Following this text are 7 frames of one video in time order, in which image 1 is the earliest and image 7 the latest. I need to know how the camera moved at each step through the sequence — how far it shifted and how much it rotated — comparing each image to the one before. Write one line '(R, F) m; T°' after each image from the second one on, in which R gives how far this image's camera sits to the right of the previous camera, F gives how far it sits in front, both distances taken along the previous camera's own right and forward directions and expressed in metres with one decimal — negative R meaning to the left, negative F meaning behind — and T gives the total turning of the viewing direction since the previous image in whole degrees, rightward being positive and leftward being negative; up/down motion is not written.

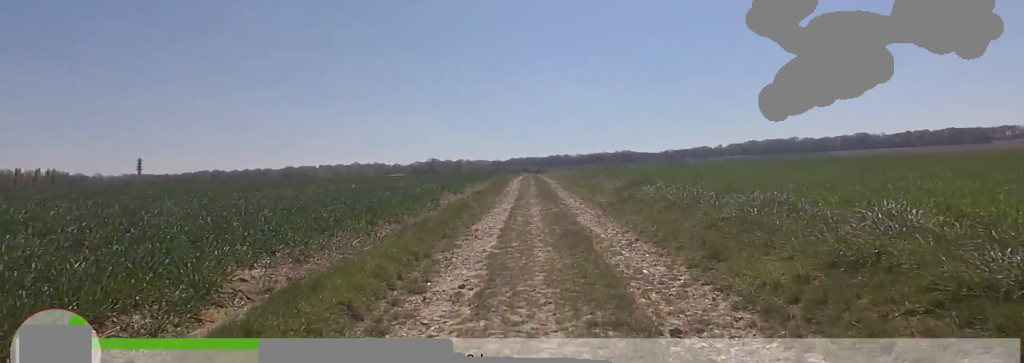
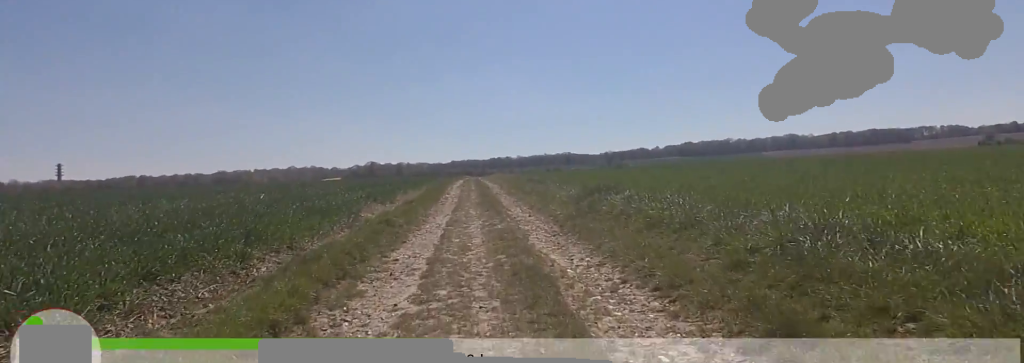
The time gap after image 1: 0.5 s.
(0.0, +2.5) m; +2°
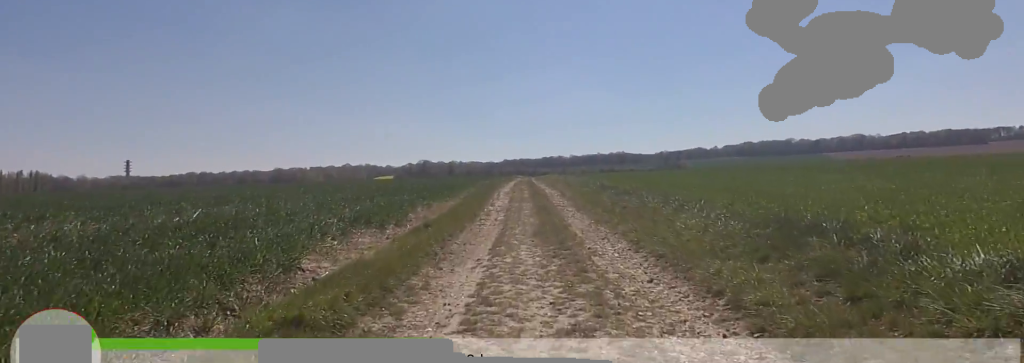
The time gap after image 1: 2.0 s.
(+0.3, +6.5) m; +1°
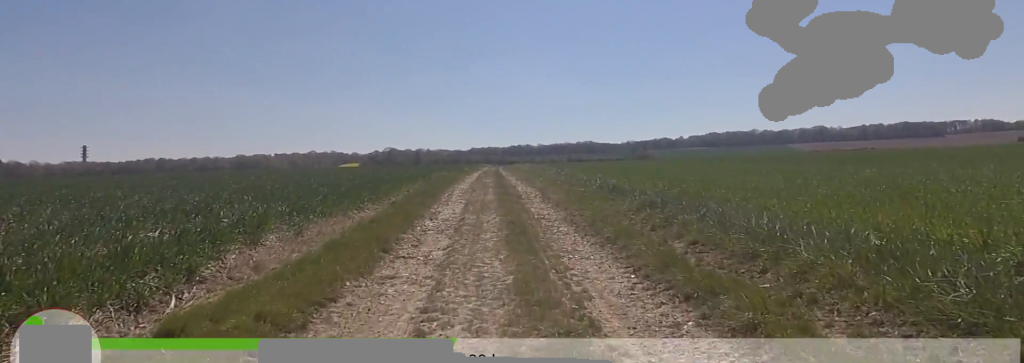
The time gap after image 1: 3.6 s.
(+0.1, +7.4) m; -1°
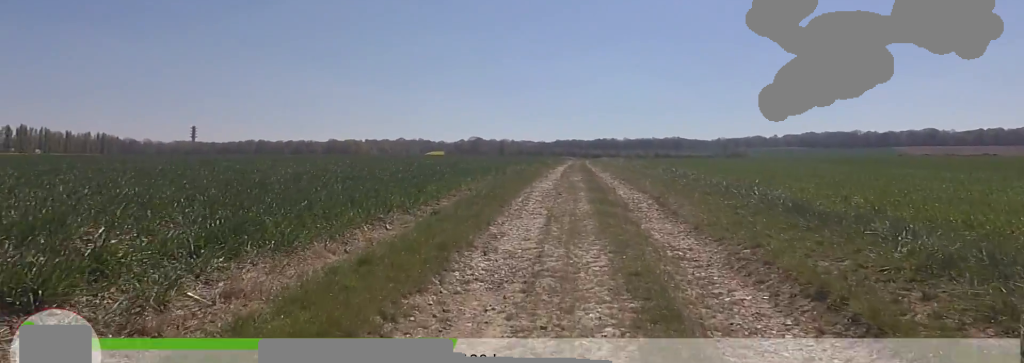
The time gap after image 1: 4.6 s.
(-0.1, +4.9) m; 0°
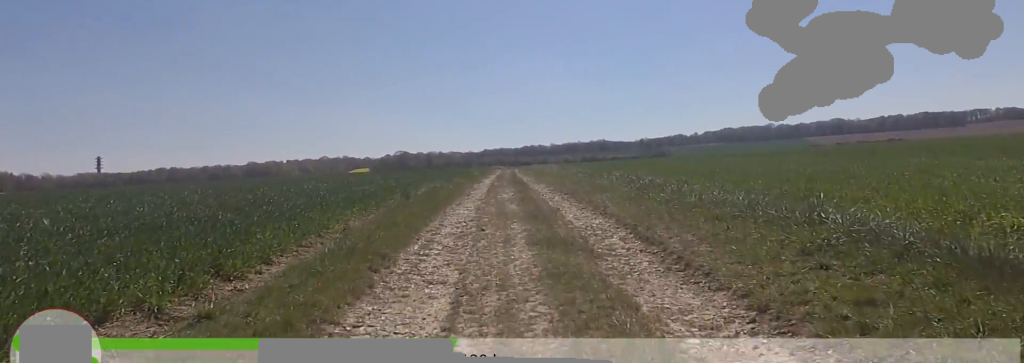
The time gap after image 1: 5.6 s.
(+0.2, +4.4) m; 0°
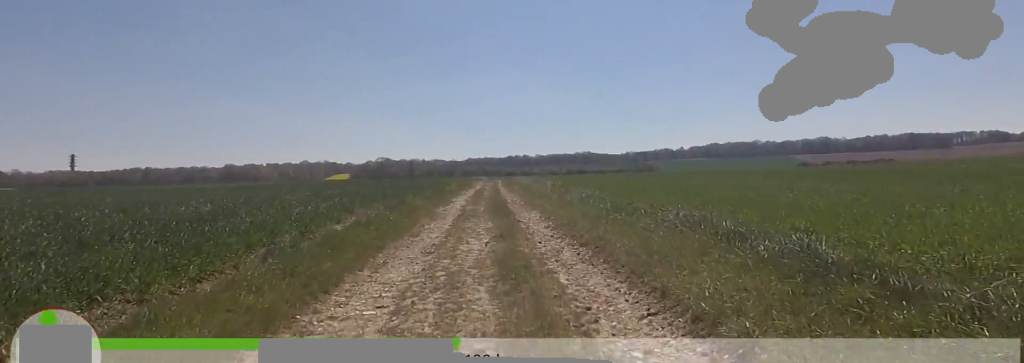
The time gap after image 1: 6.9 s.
(0.0, +6.5) m; 0°
